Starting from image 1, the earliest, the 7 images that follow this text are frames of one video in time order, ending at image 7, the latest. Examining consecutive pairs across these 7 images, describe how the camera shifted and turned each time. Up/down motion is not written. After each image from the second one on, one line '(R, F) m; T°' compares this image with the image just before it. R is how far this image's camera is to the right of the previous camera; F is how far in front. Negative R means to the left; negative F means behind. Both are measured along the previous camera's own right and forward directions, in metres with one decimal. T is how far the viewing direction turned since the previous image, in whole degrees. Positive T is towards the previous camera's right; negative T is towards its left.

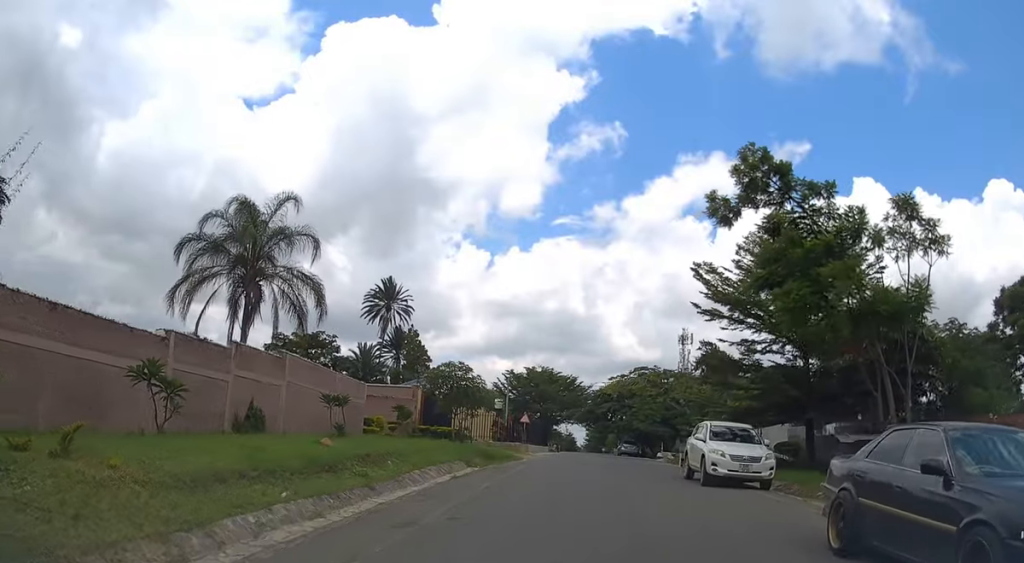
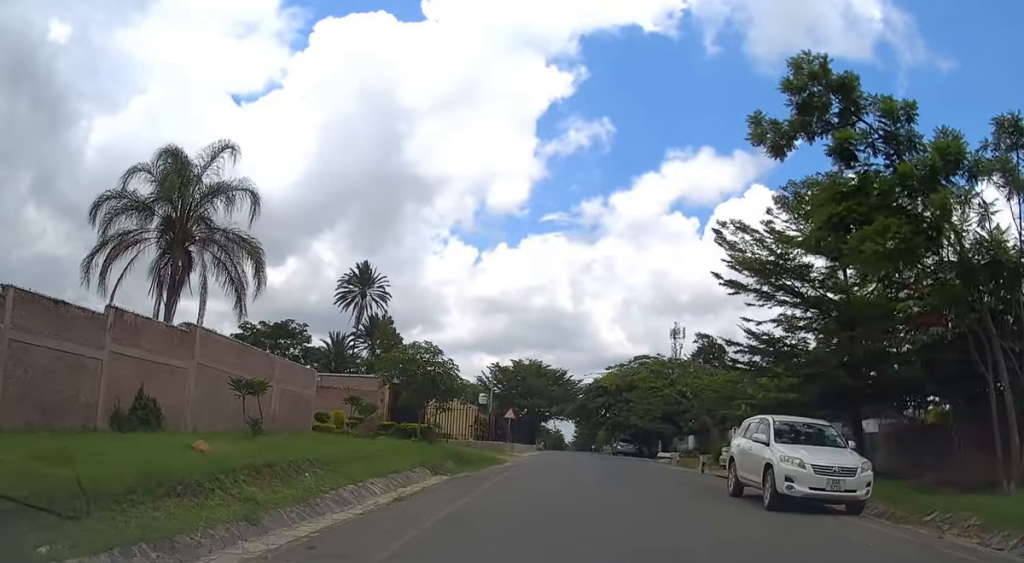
(0.0, +5.7) m; -1°
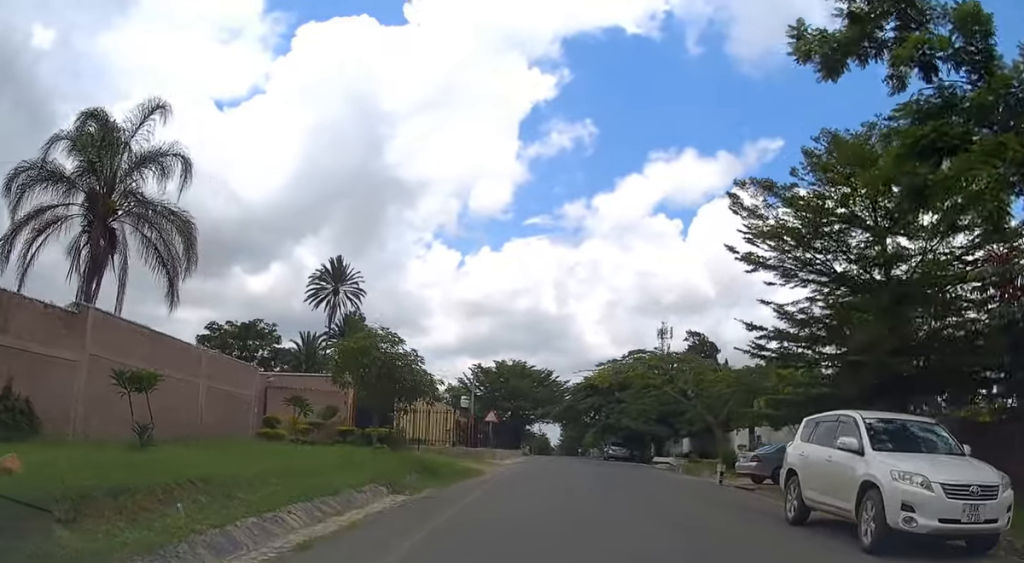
(-0.1, +4.3) m; 0°
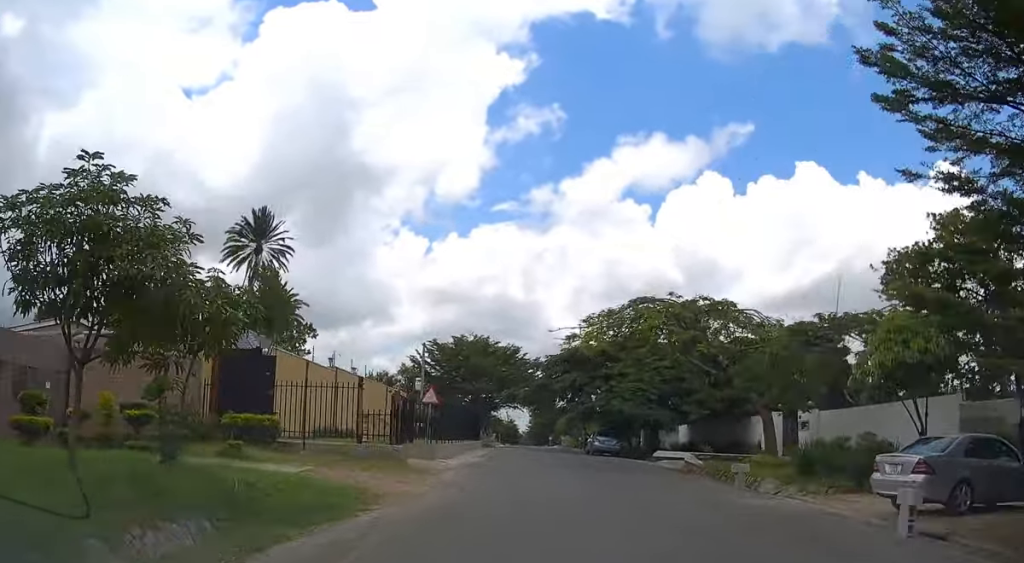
(+0.3, +11.9) m; +3°
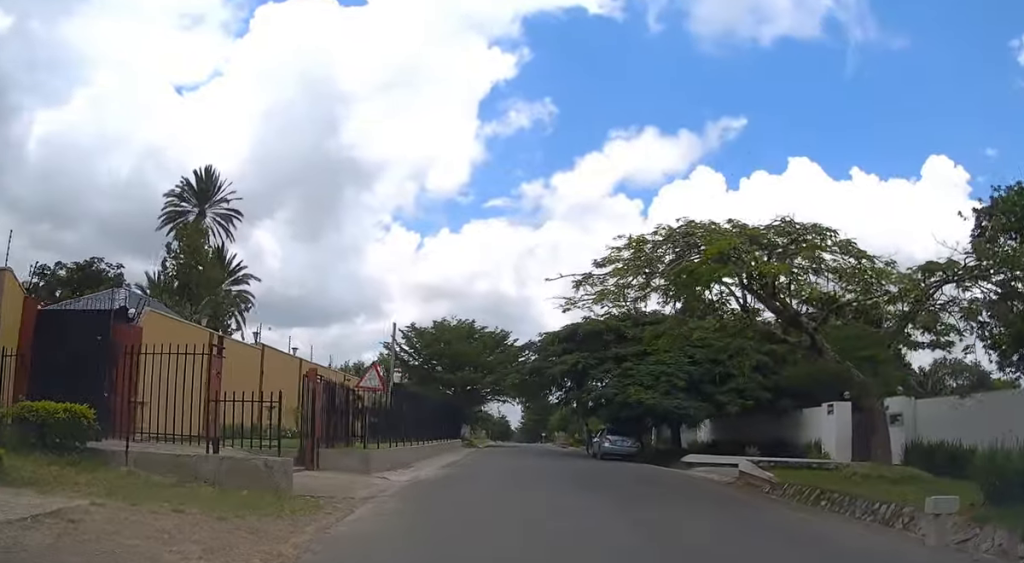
(+0.1, +9.0) m; +1°
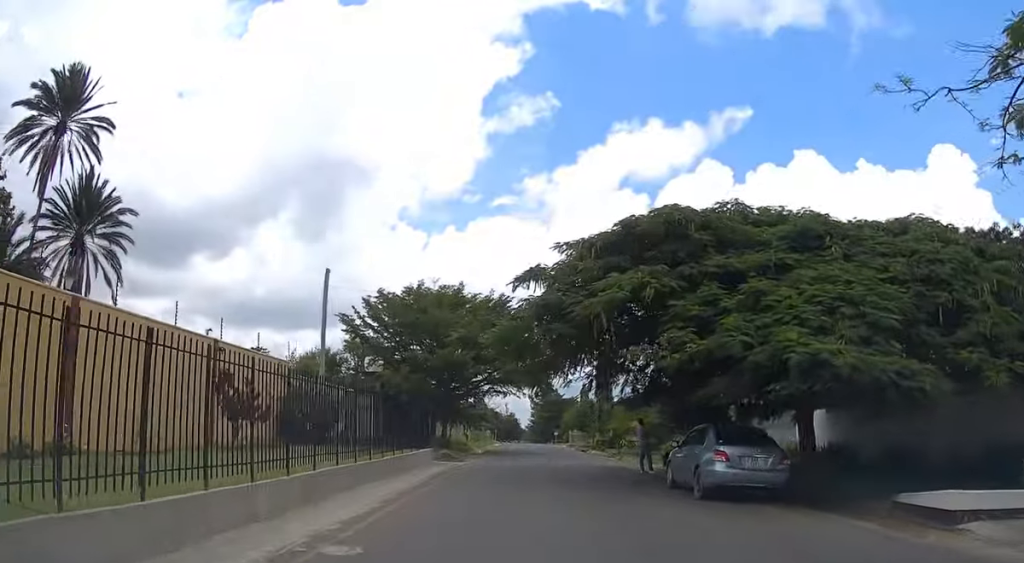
(0.0, +17.2) m; -1°
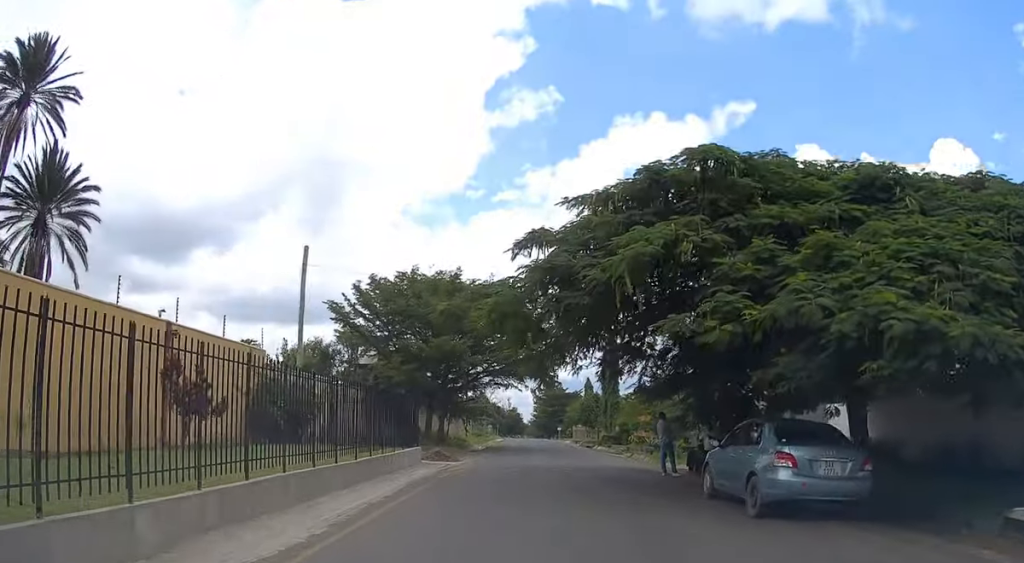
(0.0, +3.5) m; 0°
